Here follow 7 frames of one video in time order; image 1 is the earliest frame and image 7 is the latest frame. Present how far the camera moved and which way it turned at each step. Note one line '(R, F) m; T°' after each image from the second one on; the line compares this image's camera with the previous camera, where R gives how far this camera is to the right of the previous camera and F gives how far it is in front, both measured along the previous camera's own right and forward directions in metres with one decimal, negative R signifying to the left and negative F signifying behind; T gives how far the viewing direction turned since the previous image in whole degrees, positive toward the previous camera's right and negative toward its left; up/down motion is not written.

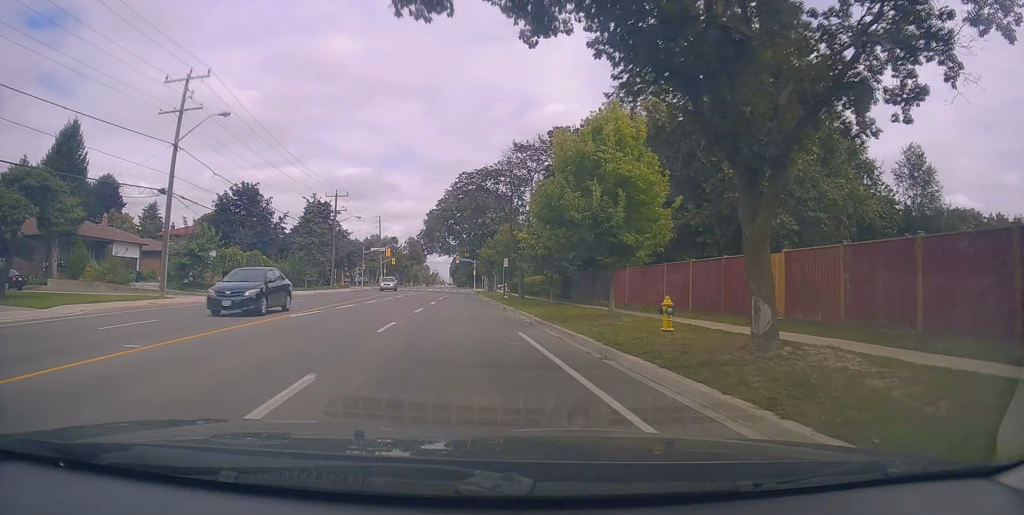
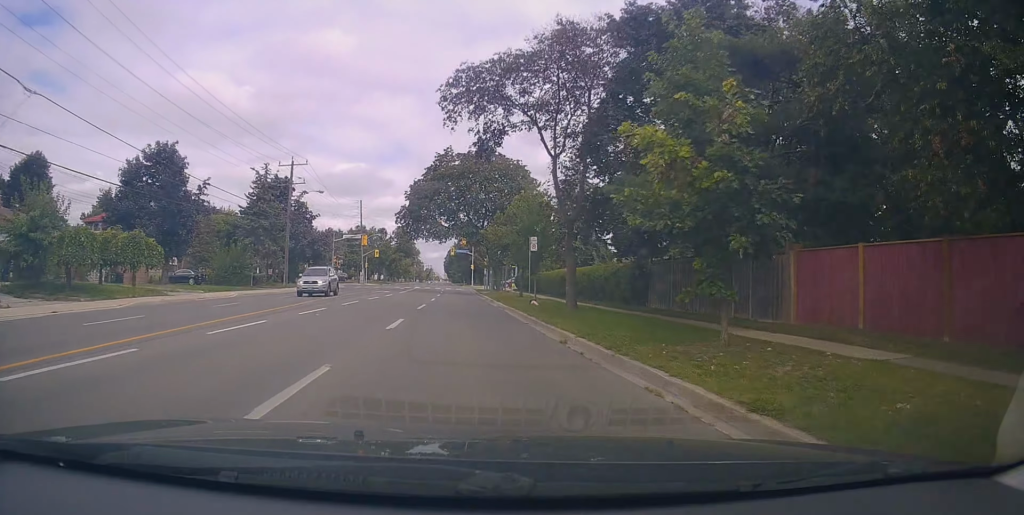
(0.0, +17.5) m; +2°
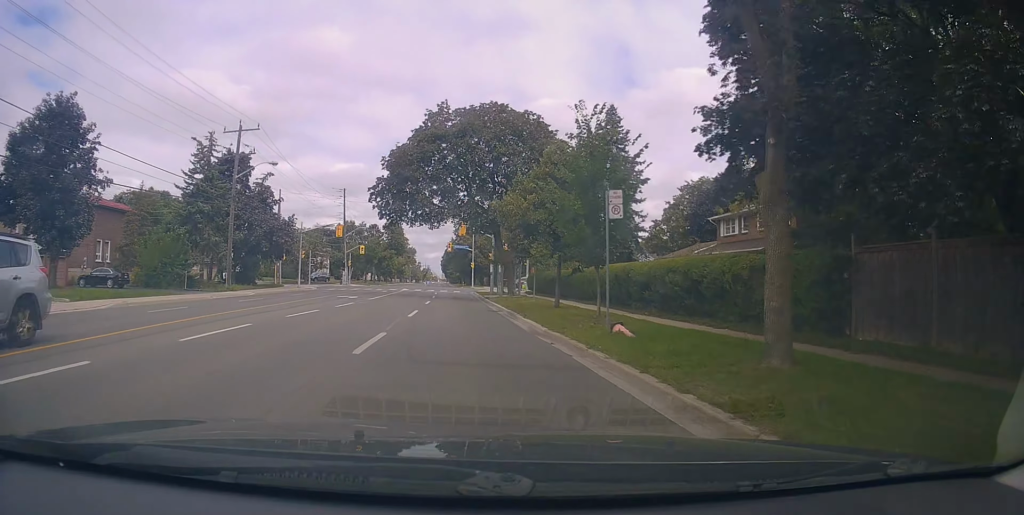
(+0.7, +13.2) m; 0°
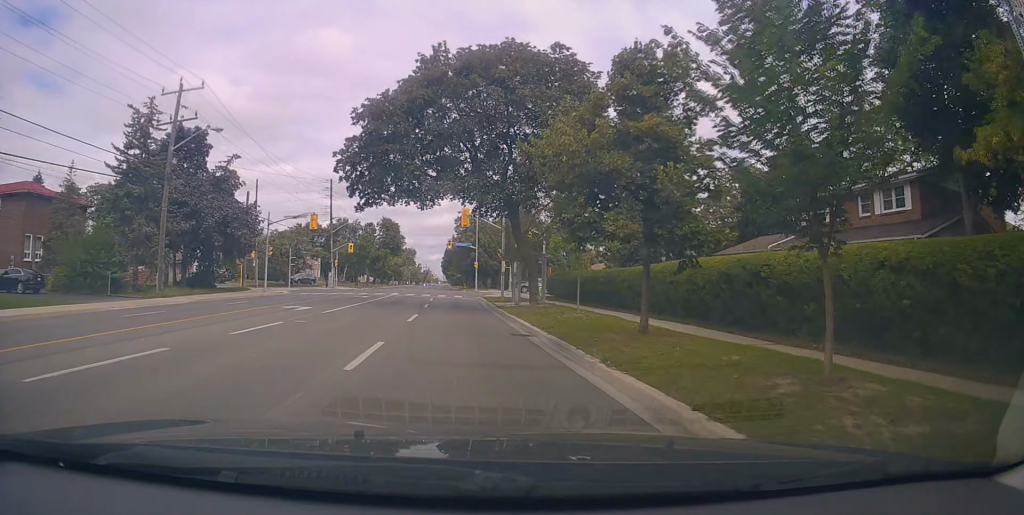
(-0.5, +10.2) m; -2°
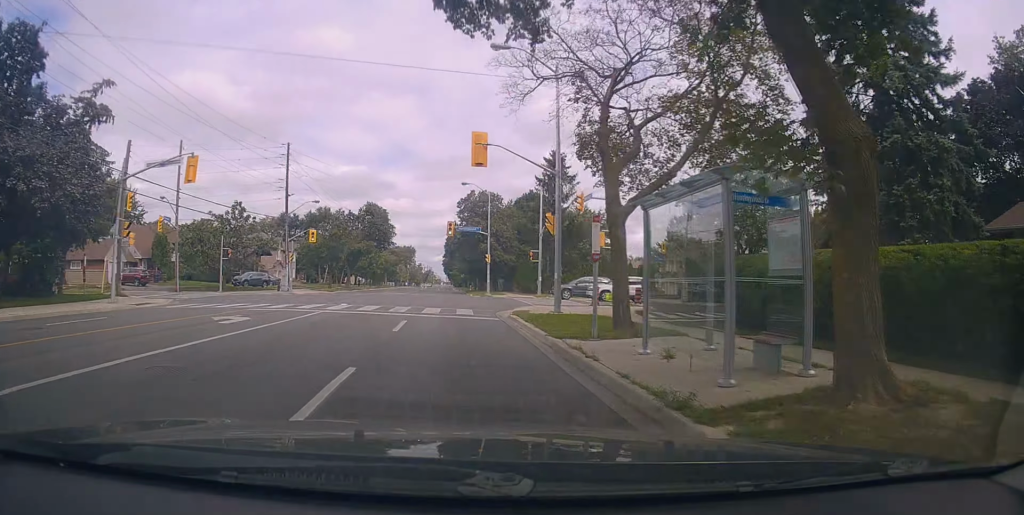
(-0.3, +21.8) m; +1°
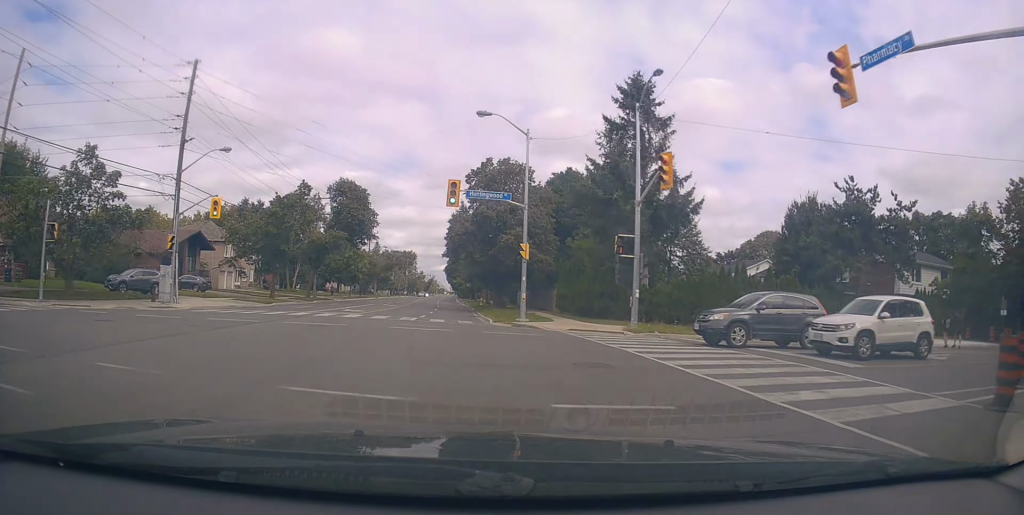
(+0.6, +24.0) m; 0°
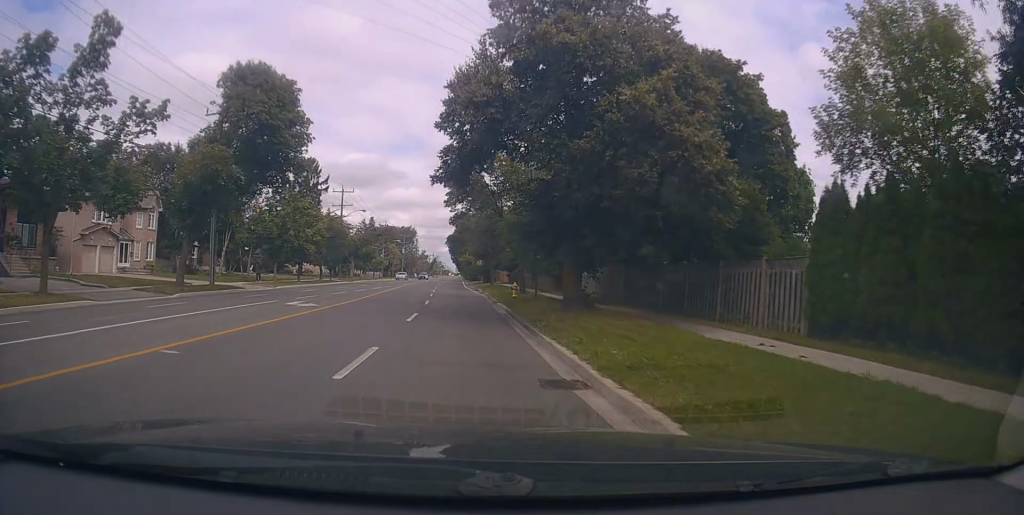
(-0.2, +29.9) m; -1°
